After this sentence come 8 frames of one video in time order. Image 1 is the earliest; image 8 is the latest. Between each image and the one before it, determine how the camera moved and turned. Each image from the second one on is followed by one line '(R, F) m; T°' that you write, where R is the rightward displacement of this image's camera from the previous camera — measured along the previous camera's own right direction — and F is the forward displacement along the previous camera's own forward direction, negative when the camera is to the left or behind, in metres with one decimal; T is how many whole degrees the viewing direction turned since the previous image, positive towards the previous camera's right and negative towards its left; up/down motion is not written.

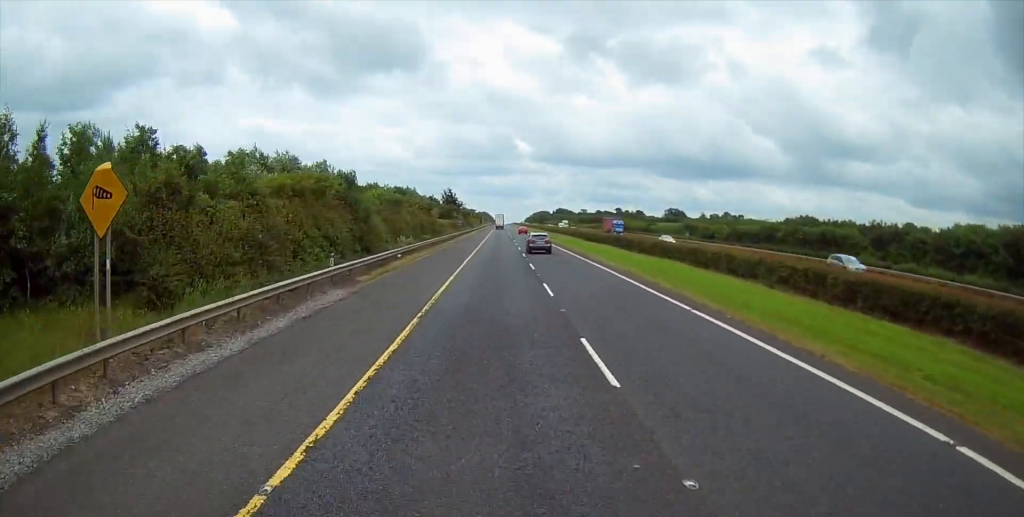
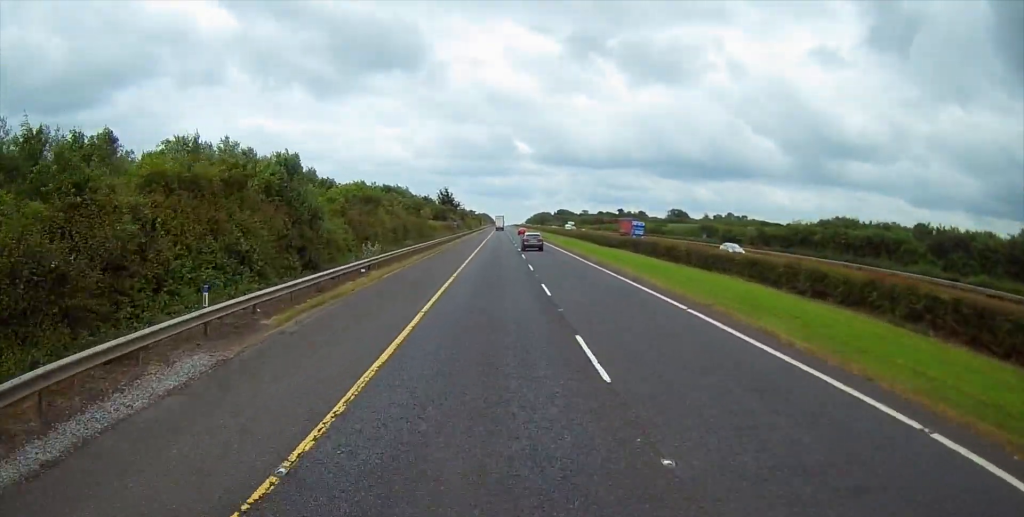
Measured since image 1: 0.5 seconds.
(-0.2, +11.5) m; -1°
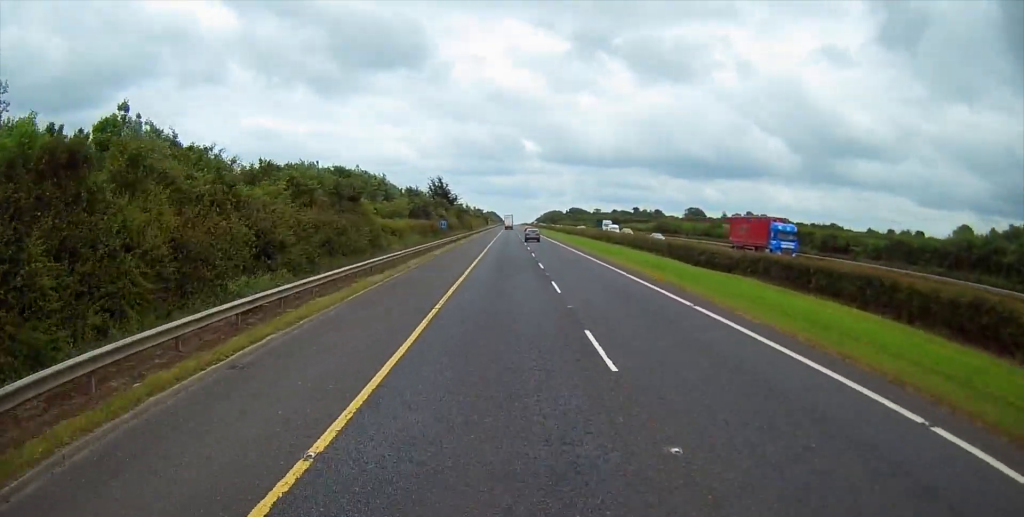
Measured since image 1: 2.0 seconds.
(-0.7, +35.3) m; 0°
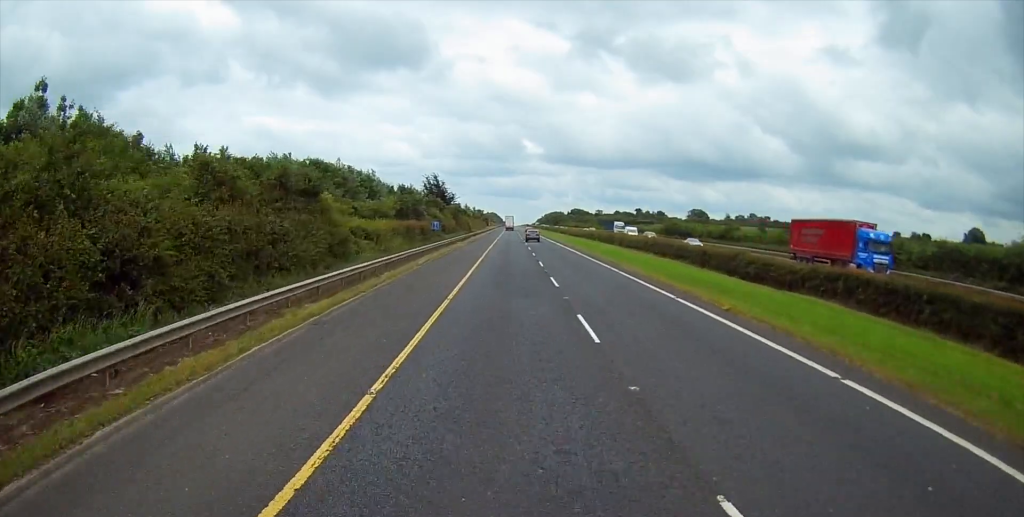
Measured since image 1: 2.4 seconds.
(+0.2, +9.2) m; 0°
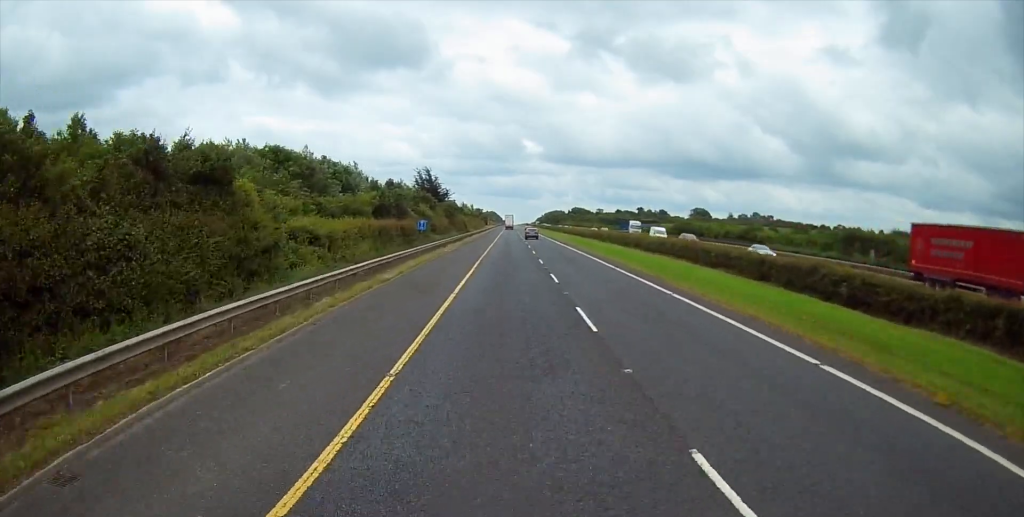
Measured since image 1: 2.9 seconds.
(+0.3, +10.8) m; 0°
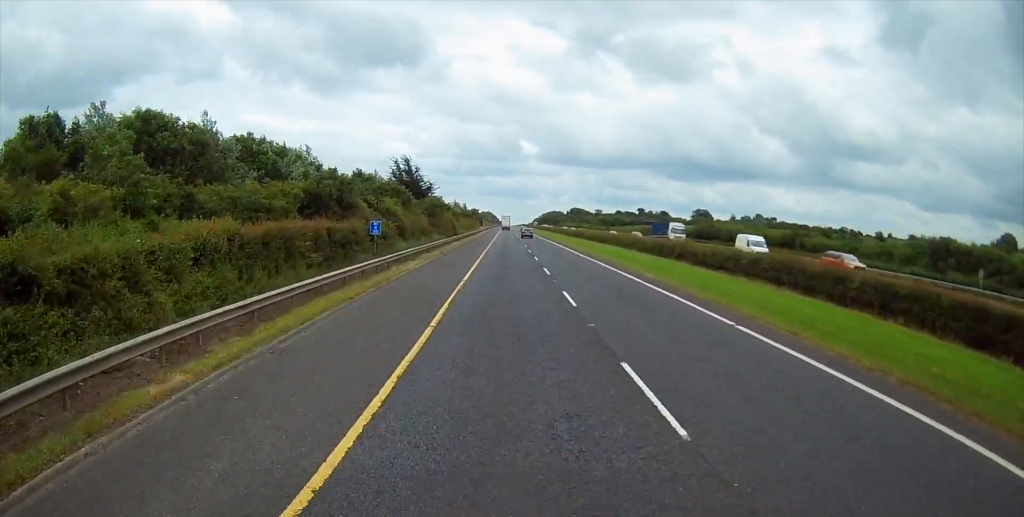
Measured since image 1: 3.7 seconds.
(-0.2, +19.2) m; 0°
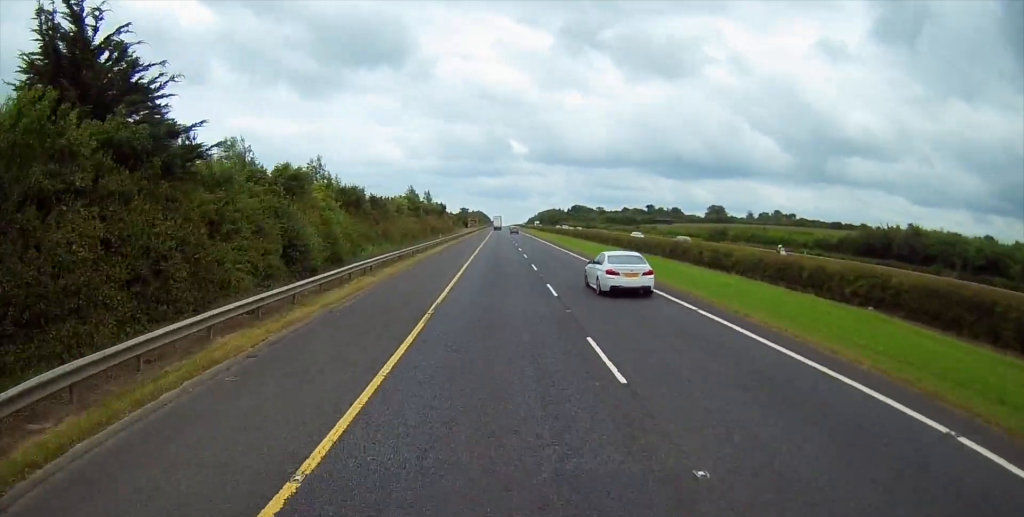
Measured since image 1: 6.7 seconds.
(+0.1, +69.0) m; 0°
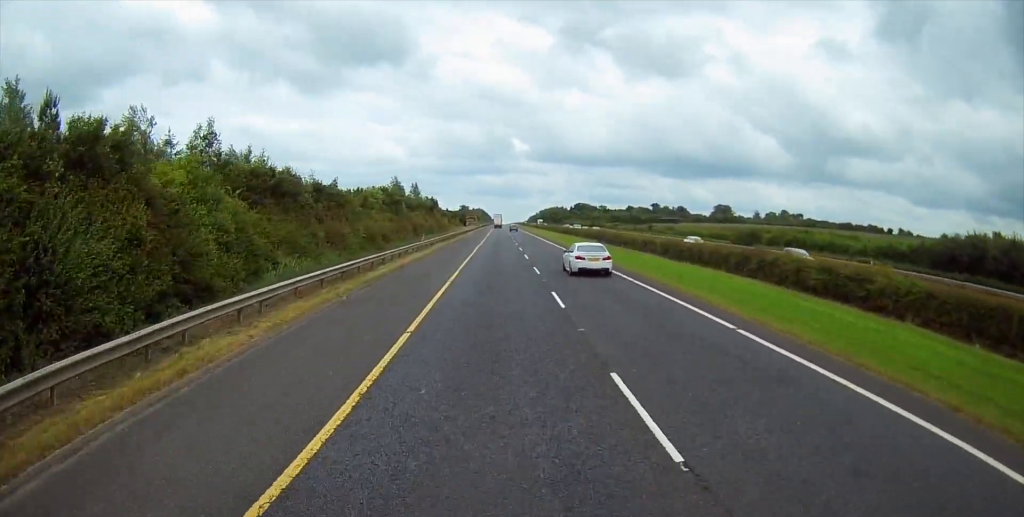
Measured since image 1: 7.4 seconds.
(0.0, +15.3) m; 0°
